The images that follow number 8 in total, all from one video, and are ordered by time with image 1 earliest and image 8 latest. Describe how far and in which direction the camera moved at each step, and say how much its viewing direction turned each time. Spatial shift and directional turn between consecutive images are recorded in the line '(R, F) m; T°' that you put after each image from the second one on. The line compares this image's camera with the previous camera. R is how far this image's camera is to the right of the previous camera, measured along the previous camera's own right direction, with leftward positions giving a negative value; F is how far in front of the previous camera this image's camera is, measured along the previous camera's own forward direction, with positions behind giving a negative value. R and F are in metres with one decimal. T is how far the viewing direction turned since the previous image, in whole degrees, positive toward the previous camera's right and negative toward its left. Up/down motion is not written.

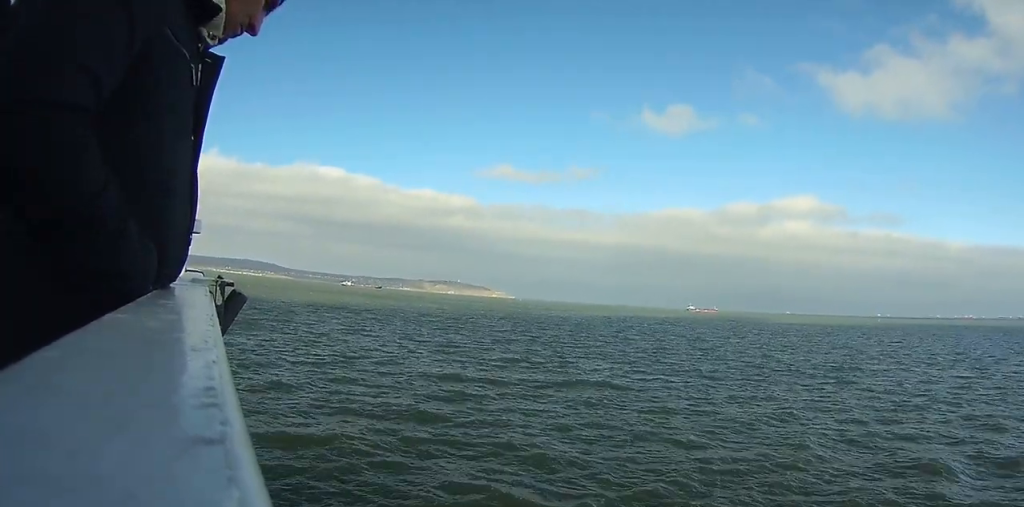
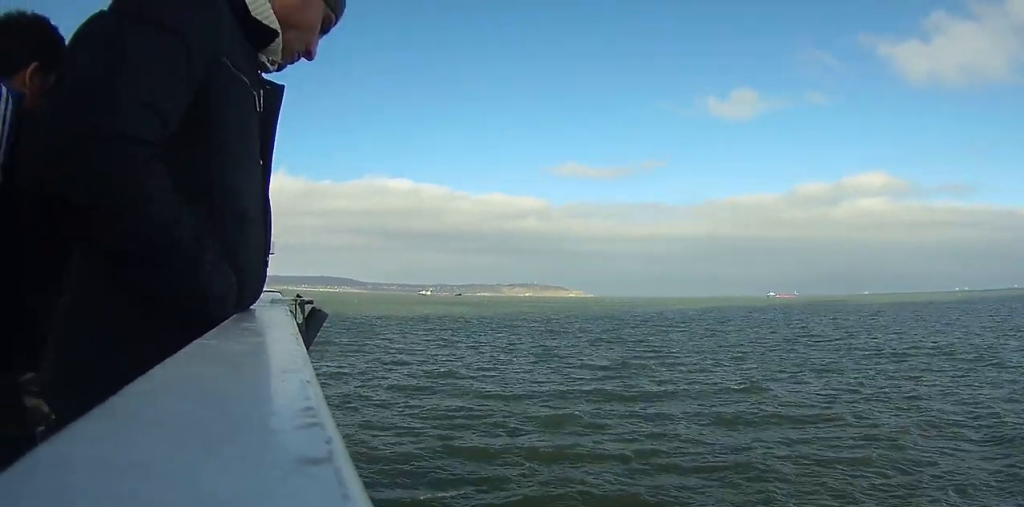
(+0.1, +5.2) m; +1°
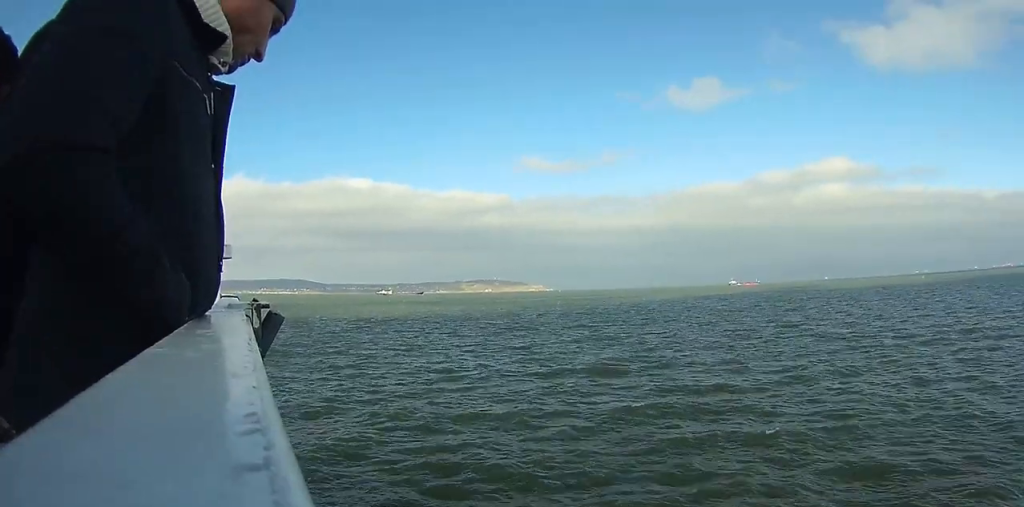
(-0.1, +5.8) m; -2°
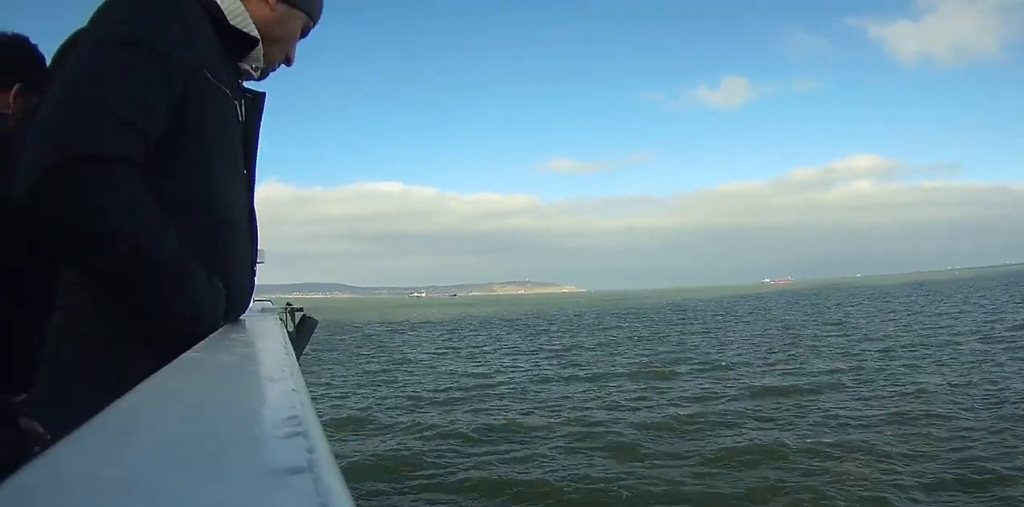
(0.0, +1.7) m; 0°
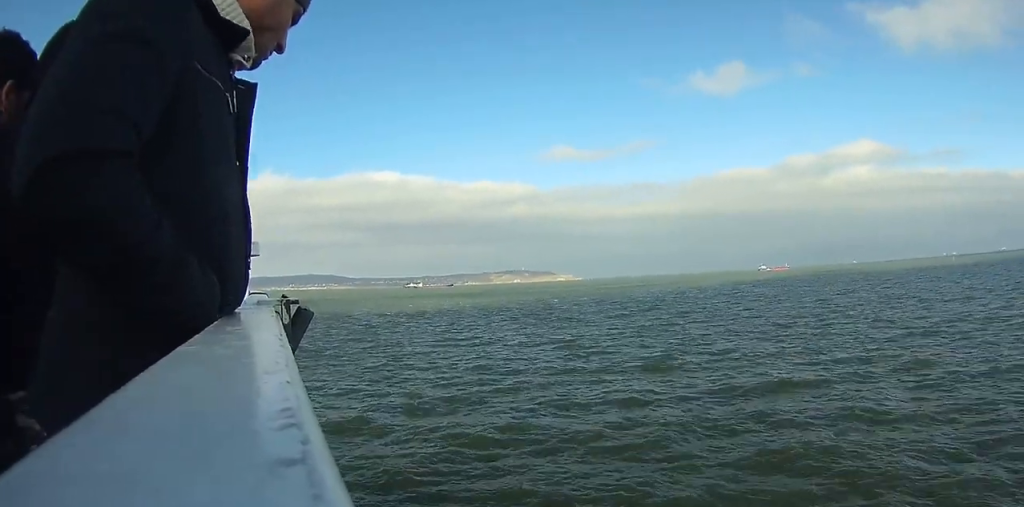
(0.0, +1.9) m; 0°
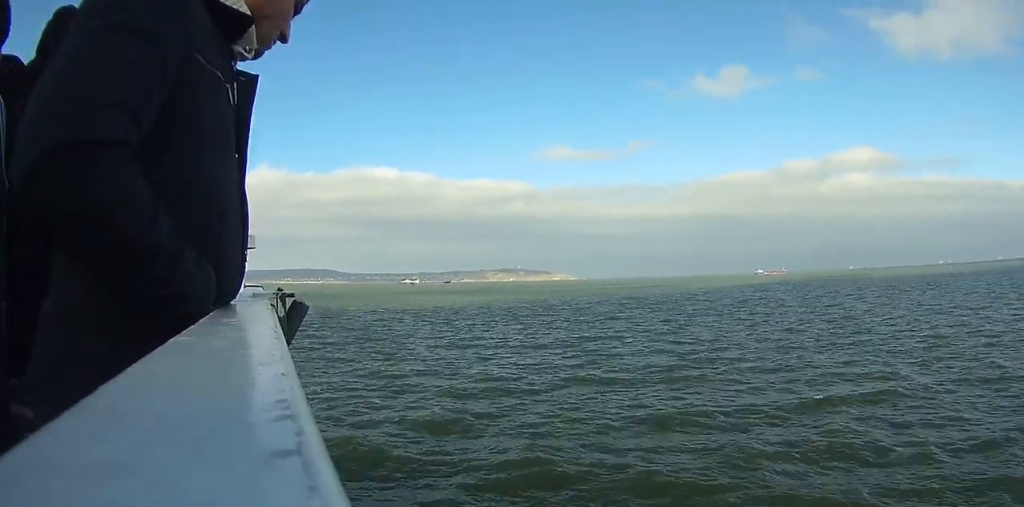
(0.0, +3.3) m; 0°
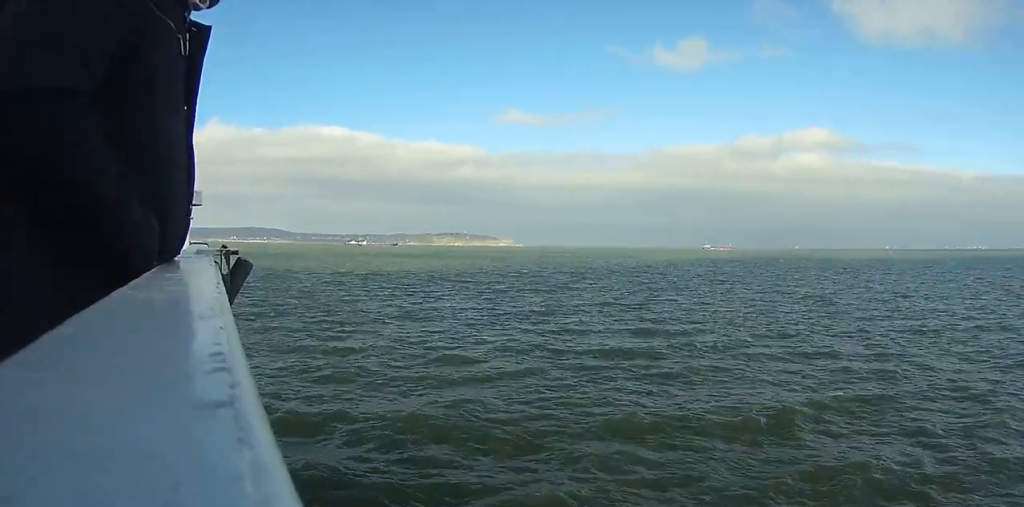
(0.0, +4.3) m; 0°
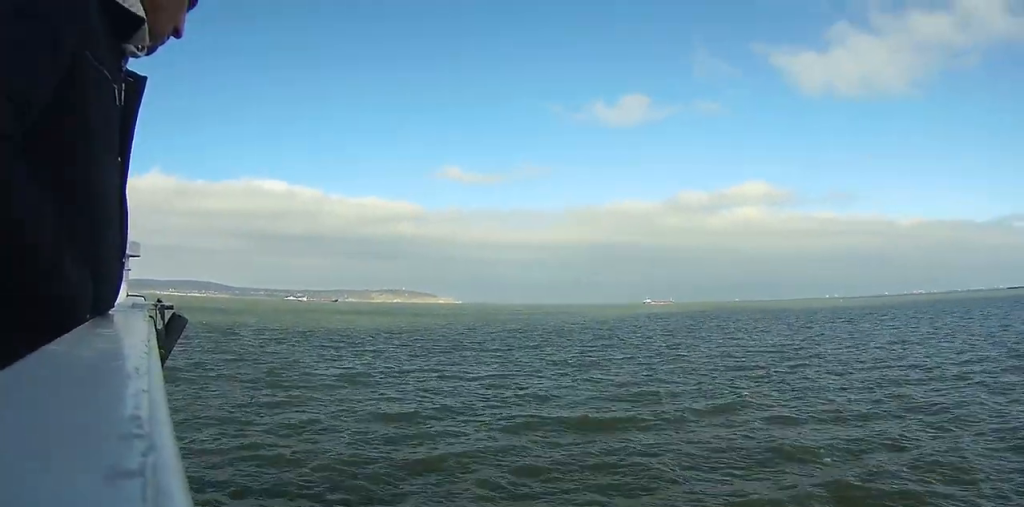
(0.0, +3.6) m; 0°
